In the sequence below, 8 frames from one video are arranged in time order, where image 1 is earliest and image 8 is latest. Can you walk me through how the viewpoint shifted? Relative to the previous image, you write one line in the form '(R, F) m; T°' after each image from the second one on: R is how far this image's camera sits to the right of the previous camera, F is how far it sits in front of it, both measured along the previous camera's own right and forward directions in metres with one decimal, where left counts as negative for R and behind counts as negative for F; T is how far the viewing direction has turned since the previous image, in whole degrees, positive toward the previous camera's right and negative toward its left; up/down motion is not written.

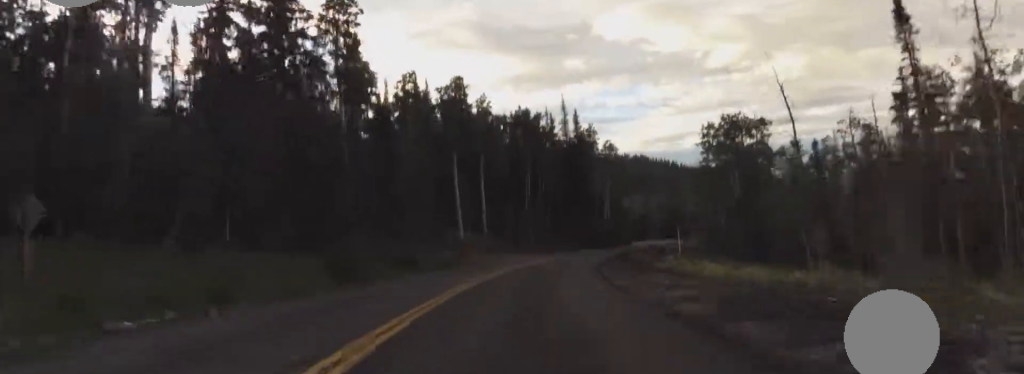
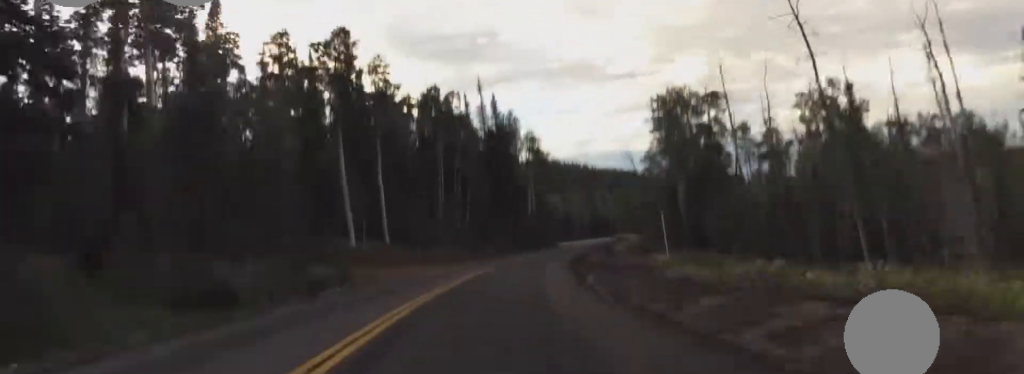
(+0.1, +14.7) m; +1°
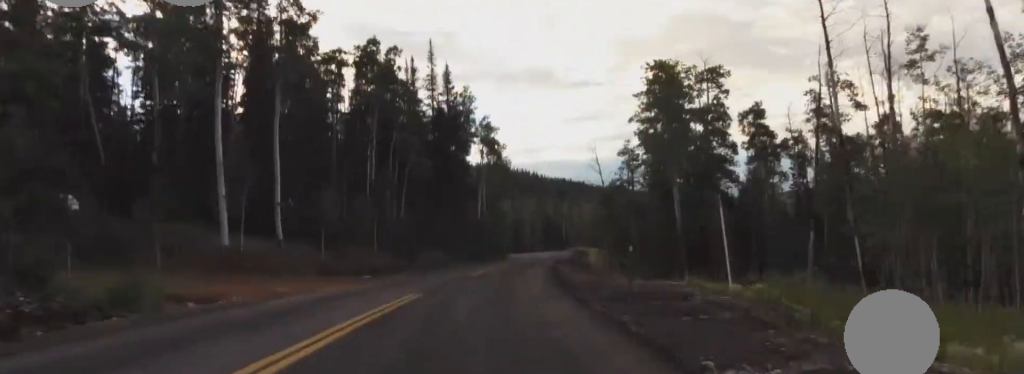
(+0.1, +13.3) m; +5°
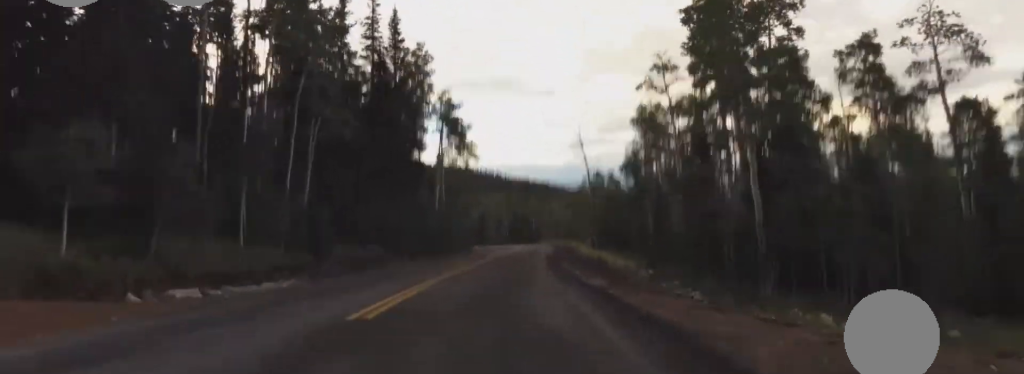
(+1.3, +18.3) m; +7°
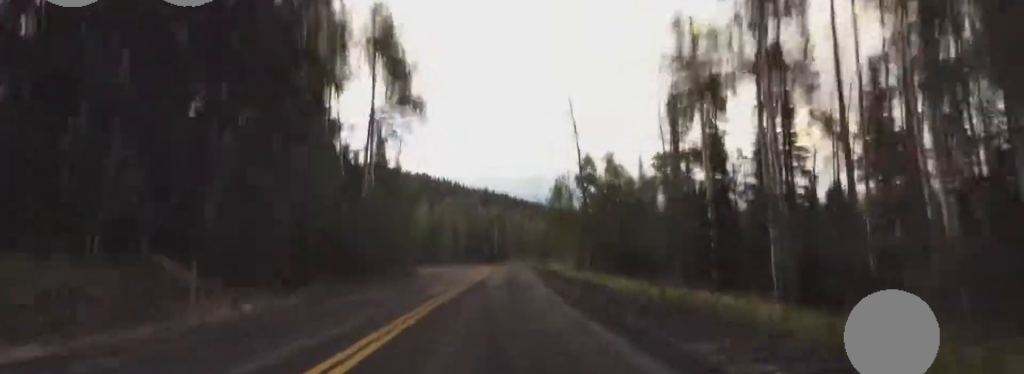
(+1.2, +23.0) m; +2°
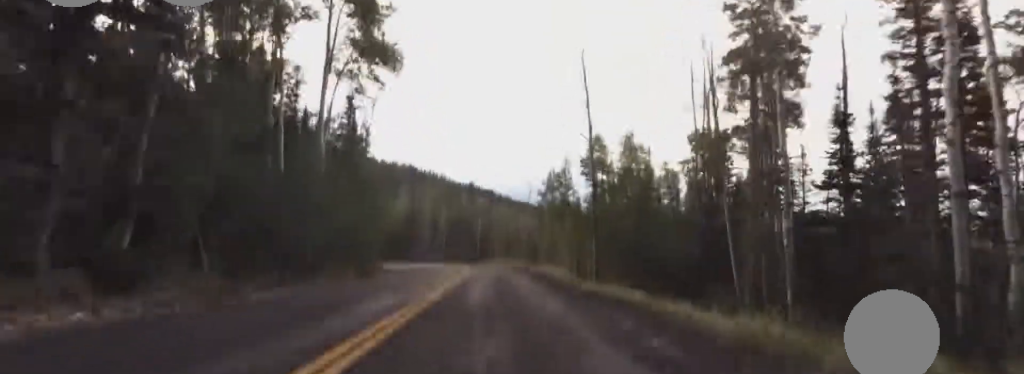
(-0.7, +12.1) m; 0°
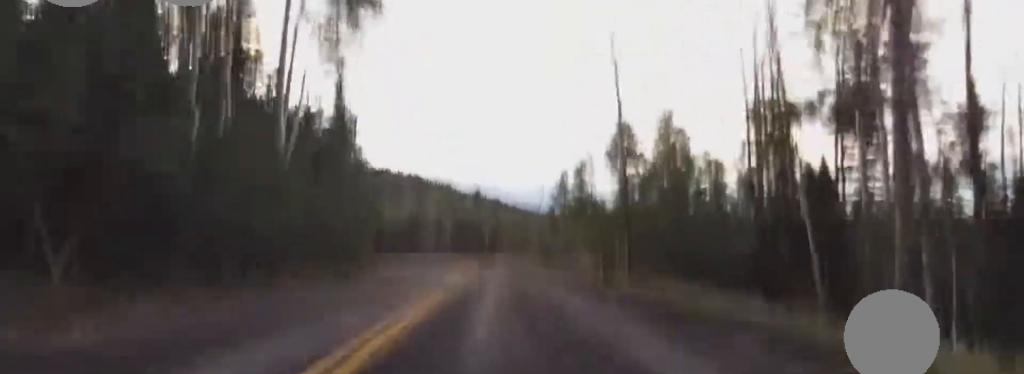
(+0.8, +8.2) m; 0°
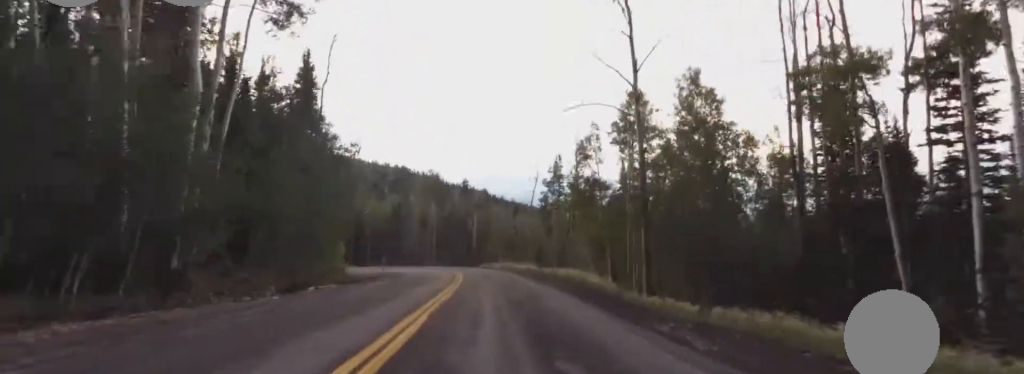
(-0.2, +6.8) m; -2°
